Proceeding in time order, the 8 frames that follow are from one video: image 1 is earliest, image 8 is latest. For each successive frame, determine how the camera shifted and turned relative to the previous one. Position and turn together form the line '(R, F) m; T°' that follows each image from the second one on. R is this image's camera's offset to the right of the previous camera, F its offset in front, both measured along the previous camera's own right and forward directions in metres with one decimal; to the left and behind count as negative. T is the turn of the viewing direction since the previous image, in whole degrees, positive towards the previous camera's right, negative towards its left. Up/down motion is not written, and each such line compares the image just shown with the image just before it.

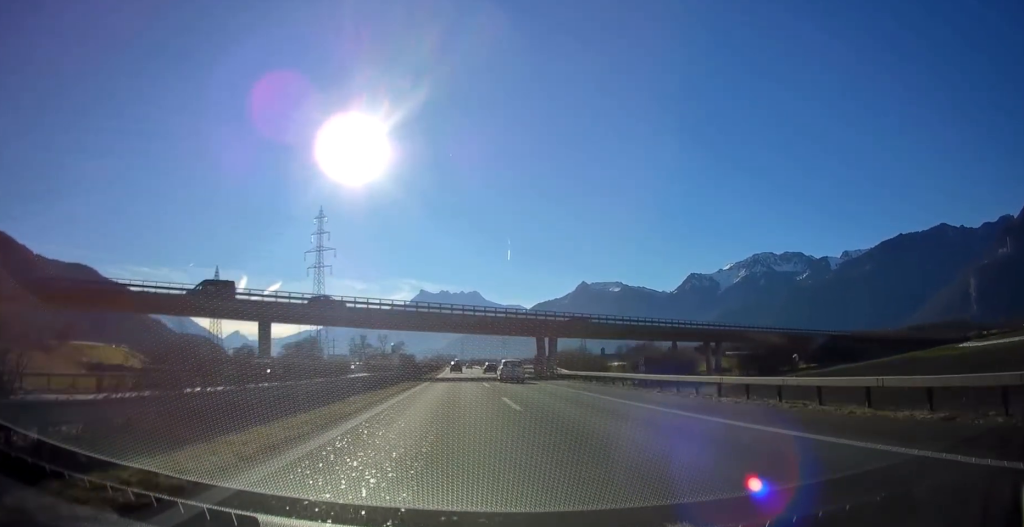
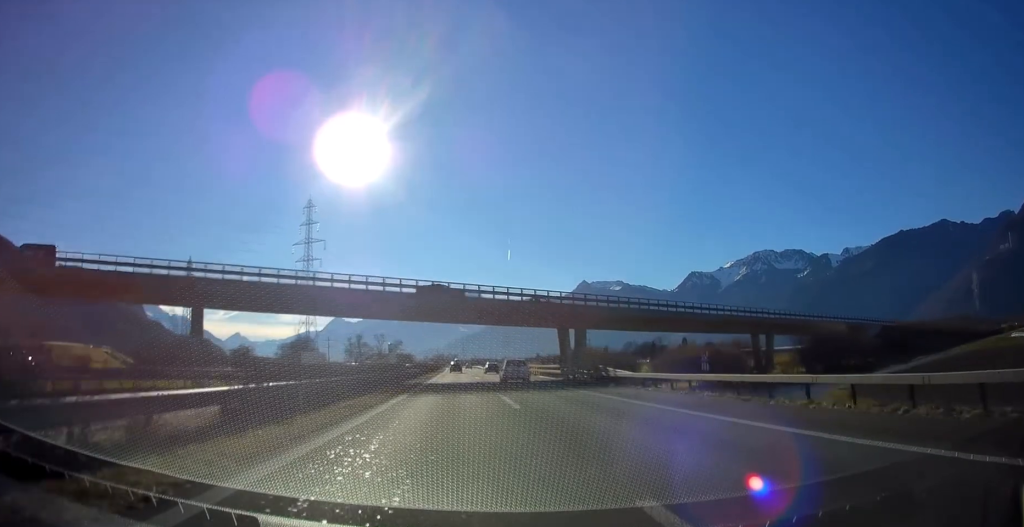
(0.0, +16.9) m; 0°
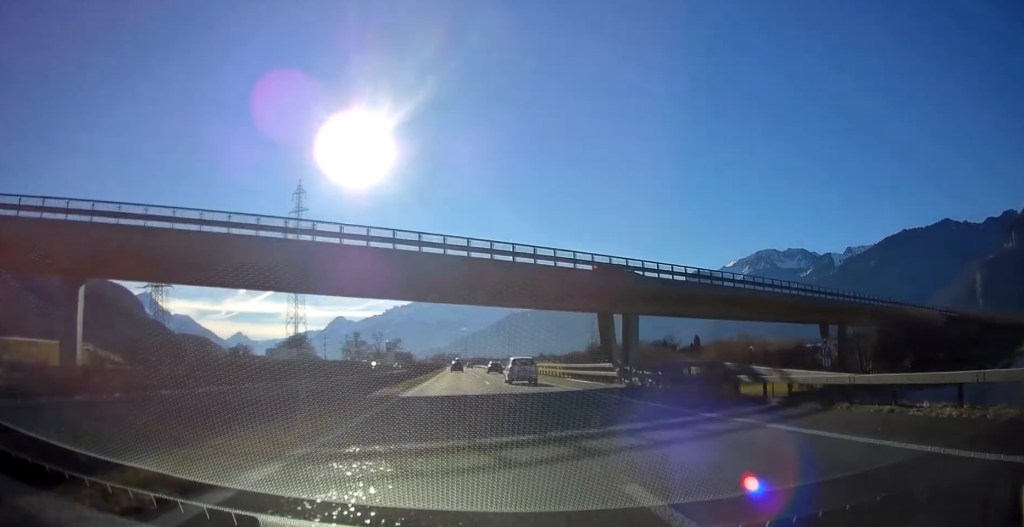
(0.0, +18.0) m; 0°
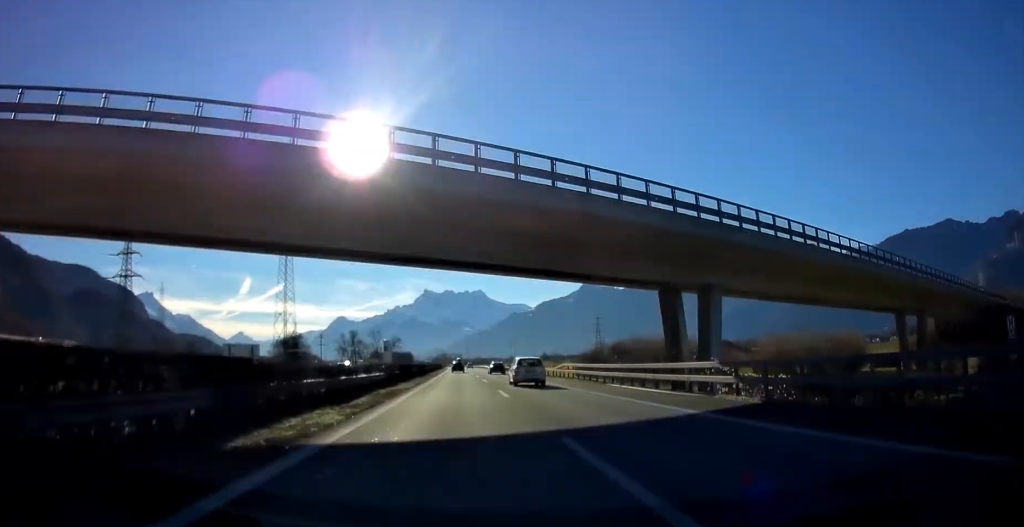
(0.0, +13.5) m; 0°
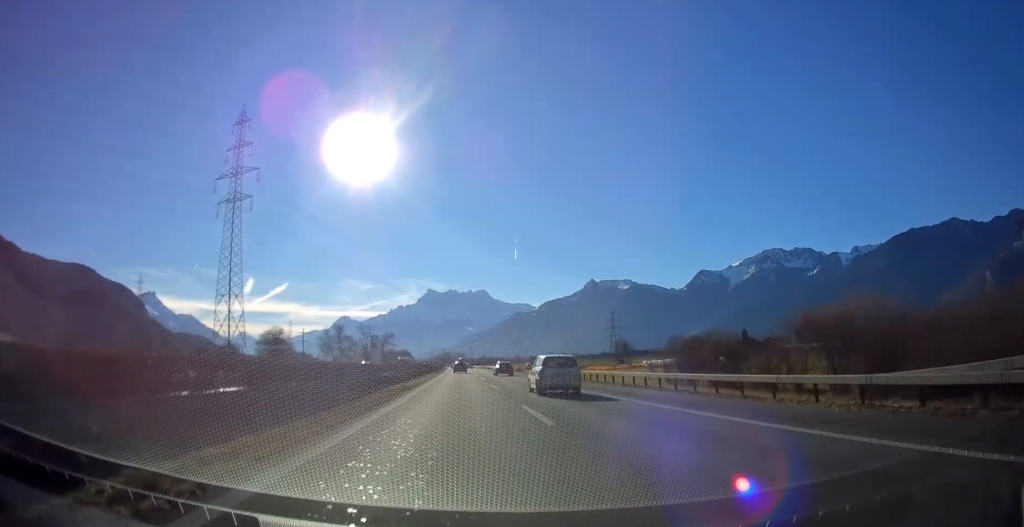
(-0.1, +46.2) m; 0°
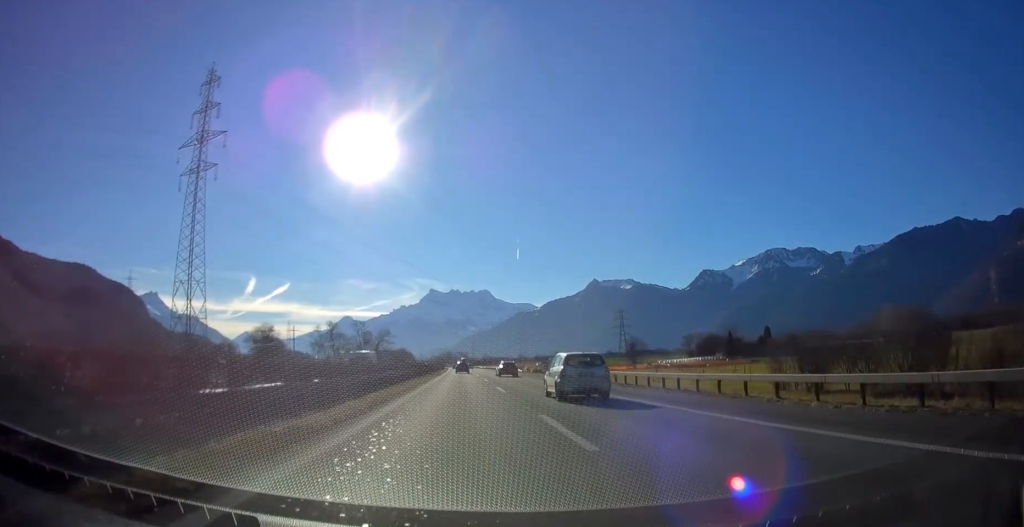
(0.0, +22.6) m; 0°
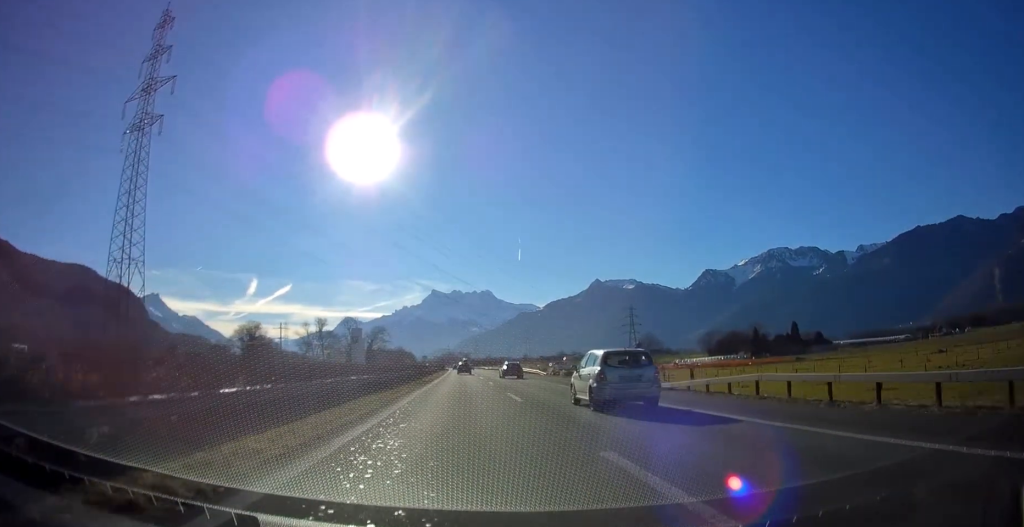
(-0.1, +23.7) m; 0°
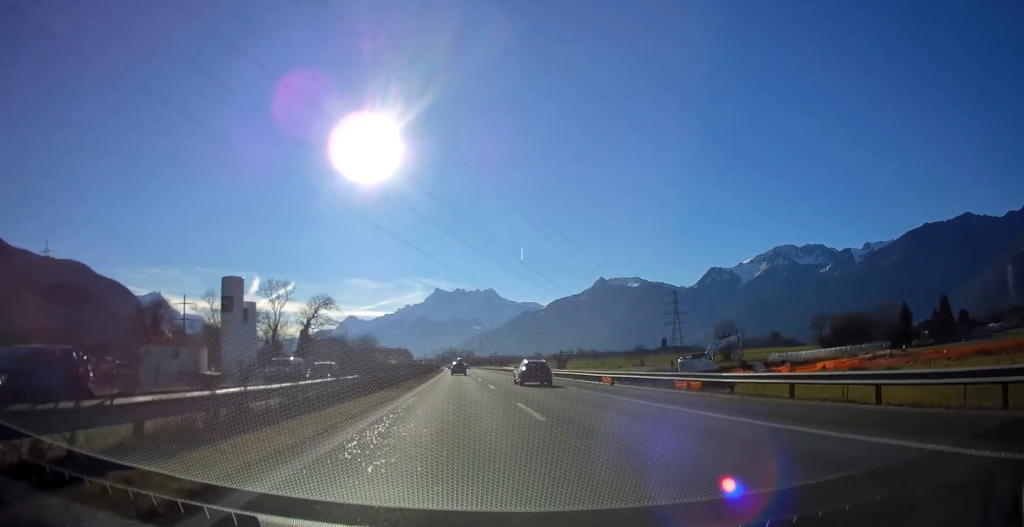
(-0.3, +98.1) m; 0°
